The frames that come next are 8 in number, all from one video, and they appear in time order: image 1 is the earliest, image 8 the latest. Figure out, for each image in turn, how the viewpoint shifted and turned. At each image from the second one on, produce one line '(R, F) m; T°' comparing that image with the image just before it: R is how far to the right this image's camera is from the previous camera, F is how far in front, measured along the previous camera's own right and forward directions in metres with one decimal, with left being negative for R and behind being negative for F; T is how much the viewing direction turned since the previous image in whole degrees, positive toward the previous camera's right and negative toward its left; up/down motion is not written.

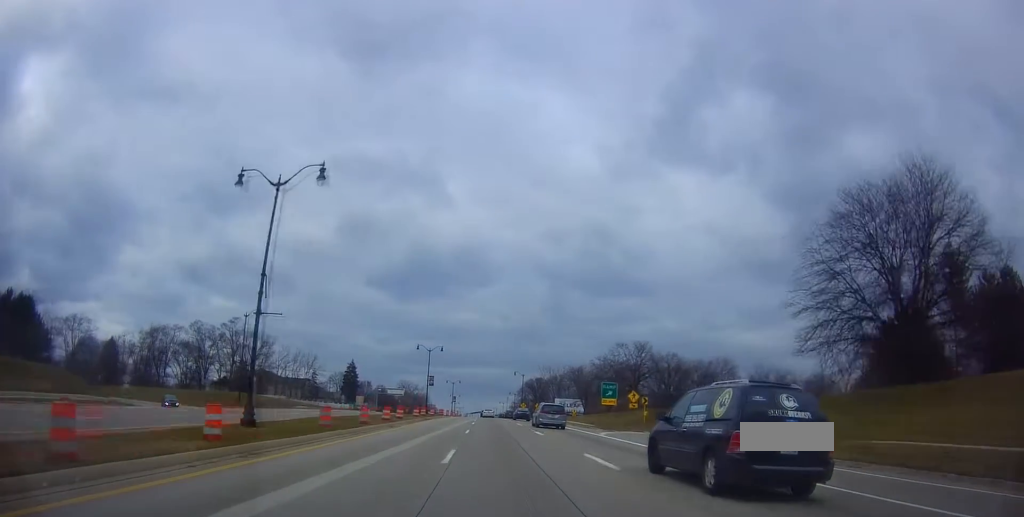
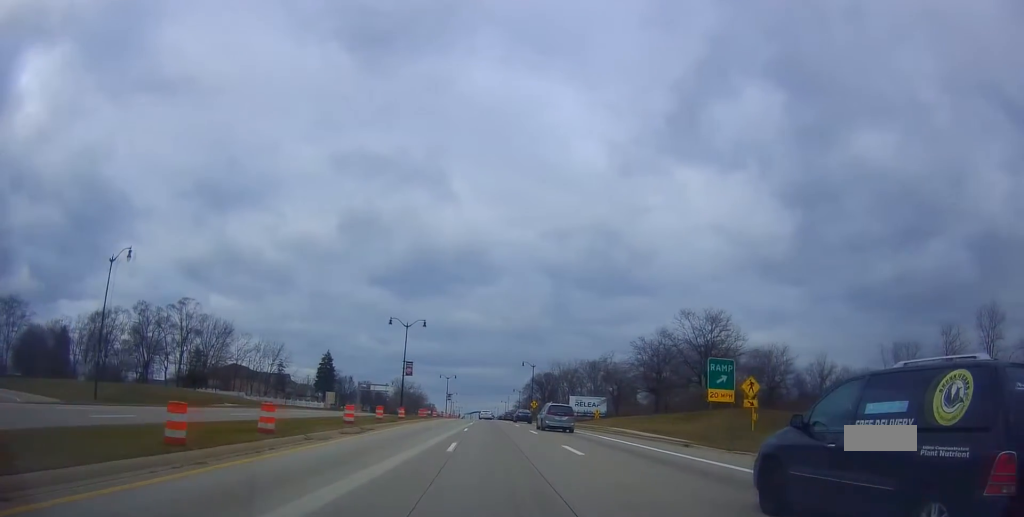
(+0.2, +27.3) m; +1°
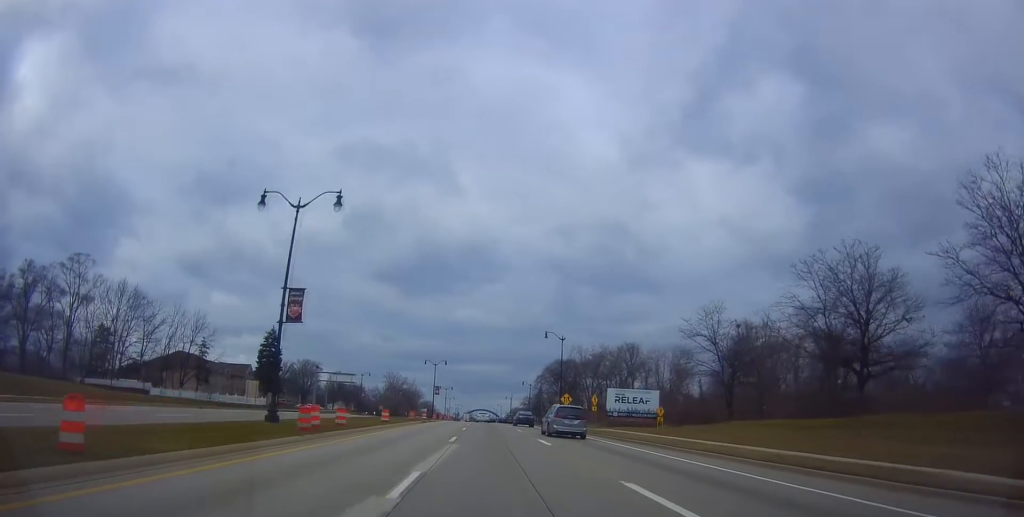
(0.0, +40.4) m; -2°
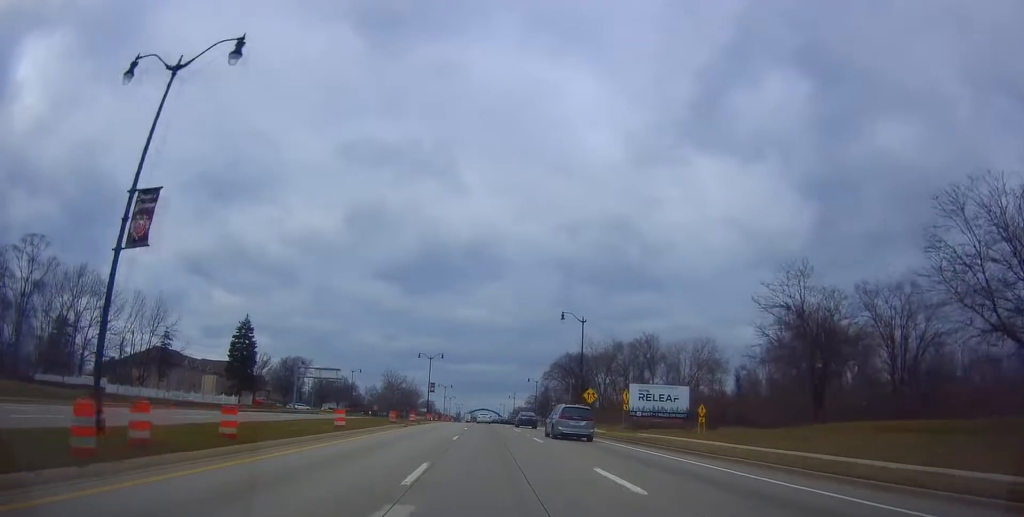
(-0.1, +13.6) m; -1°
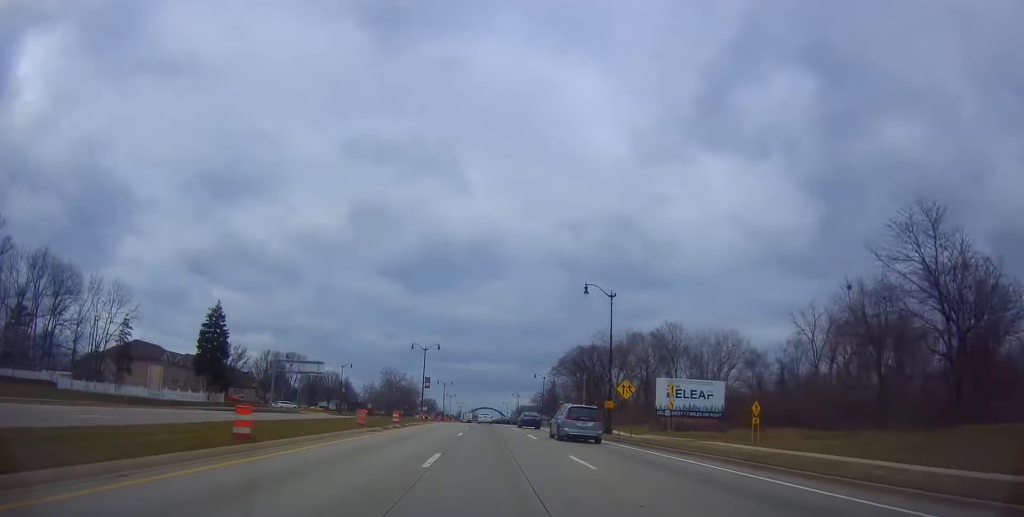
(-0.2, +11.9) m; 0°
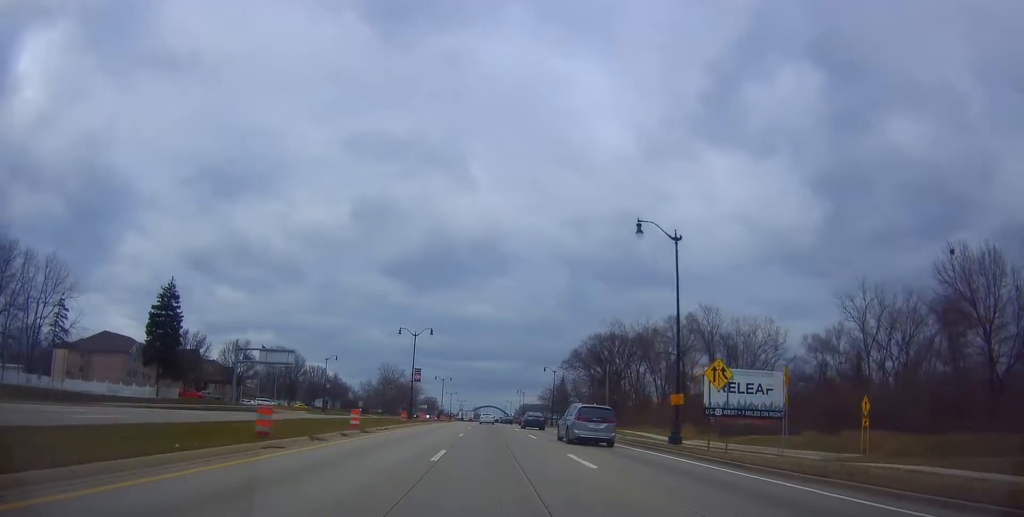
(0.0, +14.7) m; 0°
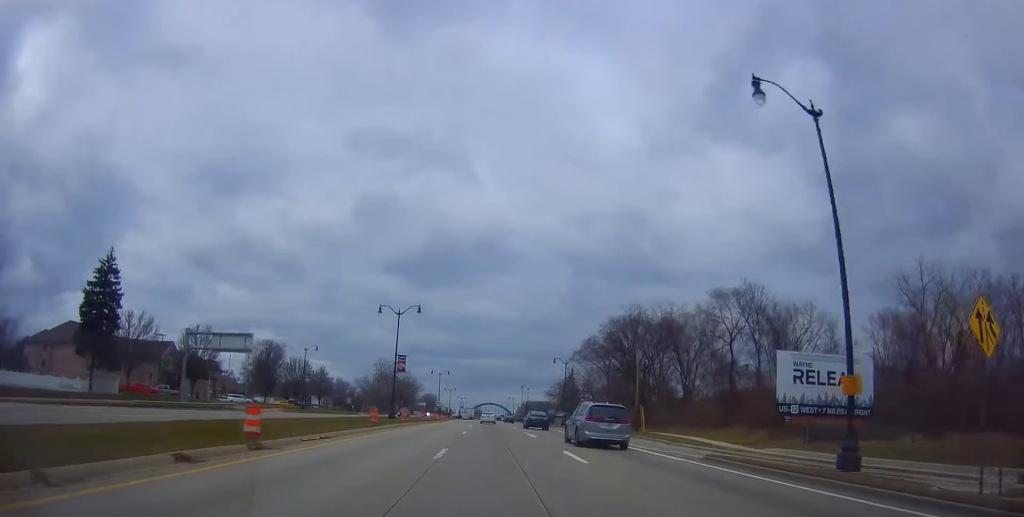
(+0.3, +13.9) m; 0°
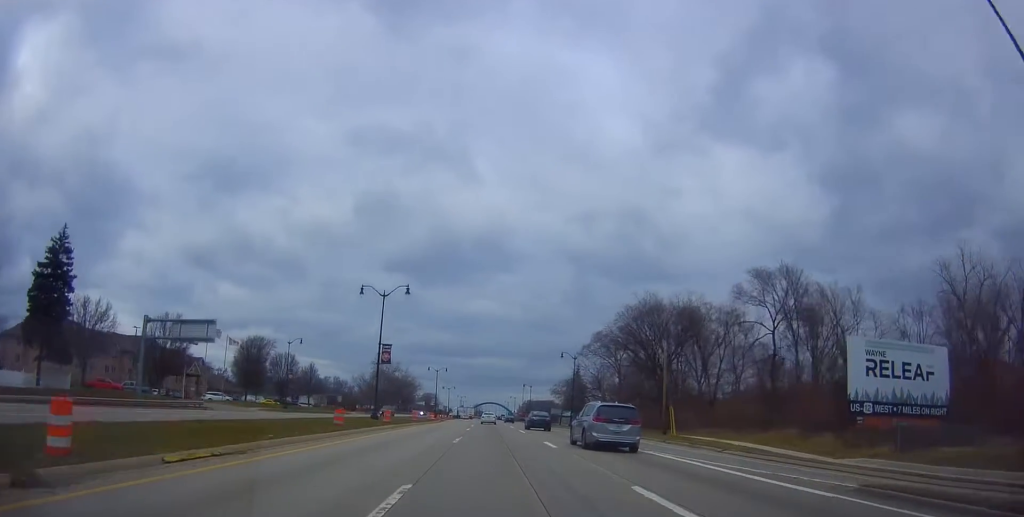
(-0.1, +8.8) m; 0°
